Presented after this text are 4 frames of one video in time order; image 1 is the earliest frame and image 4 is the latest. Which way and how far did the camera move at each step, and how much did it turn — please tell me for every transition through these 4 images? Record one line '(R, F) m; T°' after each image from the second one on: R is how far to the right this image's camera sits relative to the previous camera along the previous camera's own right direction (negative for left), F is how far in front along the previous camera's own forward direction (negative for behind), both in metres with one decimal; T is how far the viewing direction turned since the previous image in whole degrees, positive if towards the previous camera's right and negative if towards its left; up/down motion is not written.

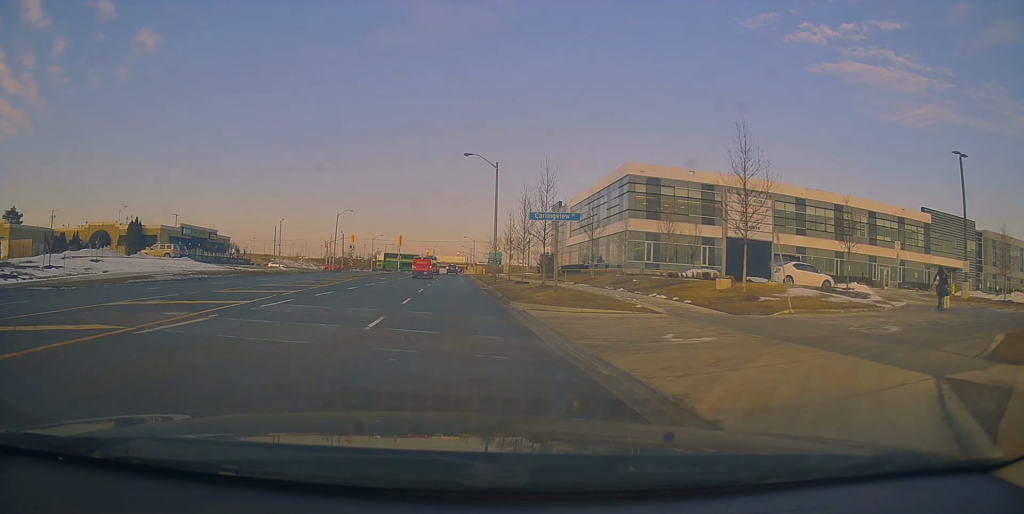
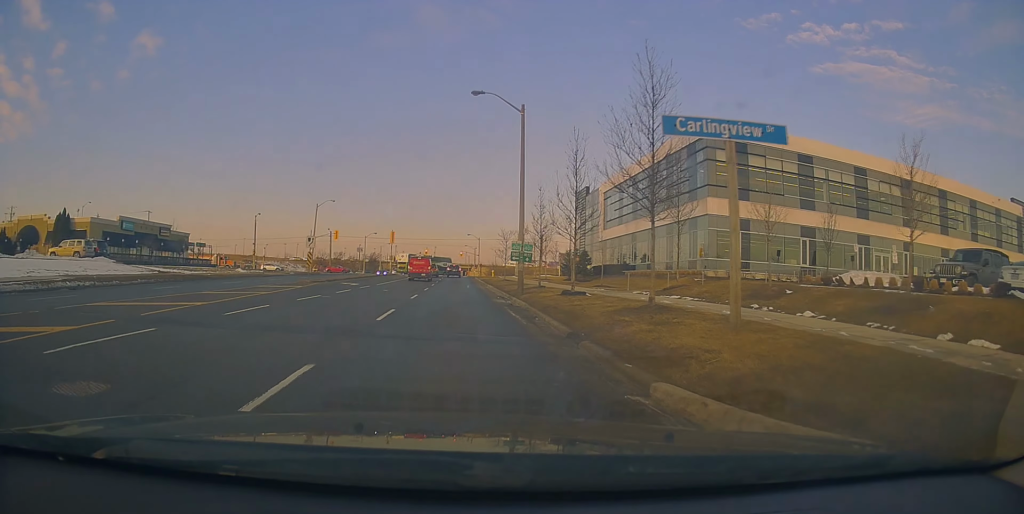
(-0.1, +15.7) m; +1°
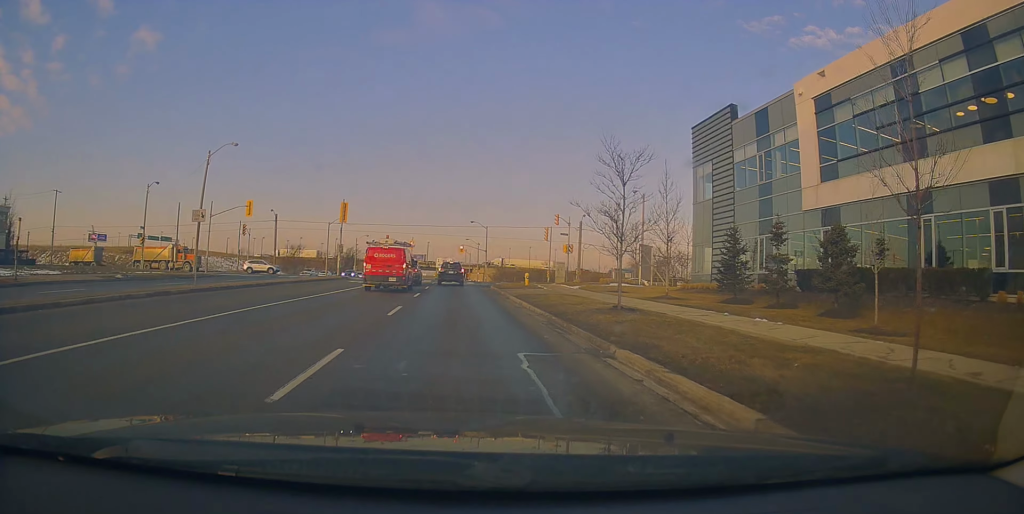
(+0.5, +36.4) m; +1°
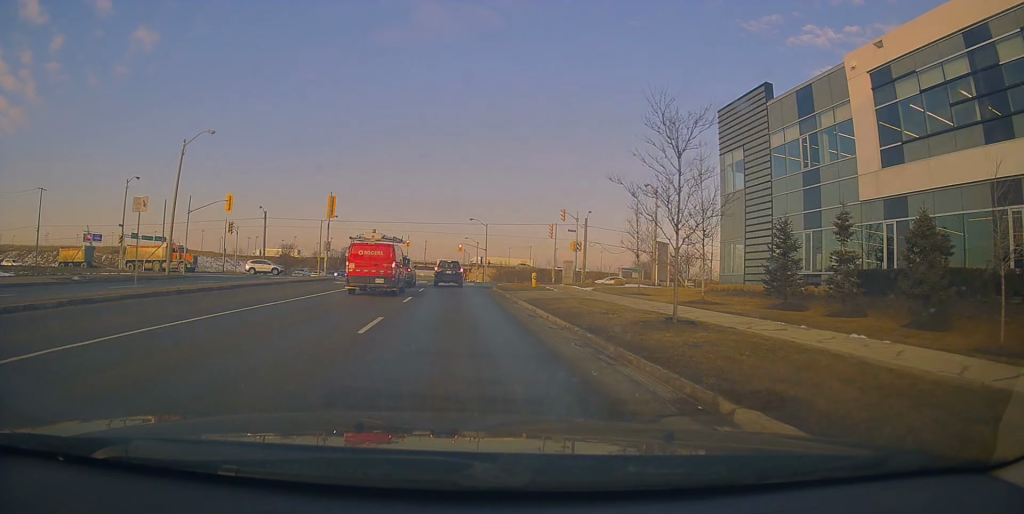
(0.0, +4.2) m; 0°
